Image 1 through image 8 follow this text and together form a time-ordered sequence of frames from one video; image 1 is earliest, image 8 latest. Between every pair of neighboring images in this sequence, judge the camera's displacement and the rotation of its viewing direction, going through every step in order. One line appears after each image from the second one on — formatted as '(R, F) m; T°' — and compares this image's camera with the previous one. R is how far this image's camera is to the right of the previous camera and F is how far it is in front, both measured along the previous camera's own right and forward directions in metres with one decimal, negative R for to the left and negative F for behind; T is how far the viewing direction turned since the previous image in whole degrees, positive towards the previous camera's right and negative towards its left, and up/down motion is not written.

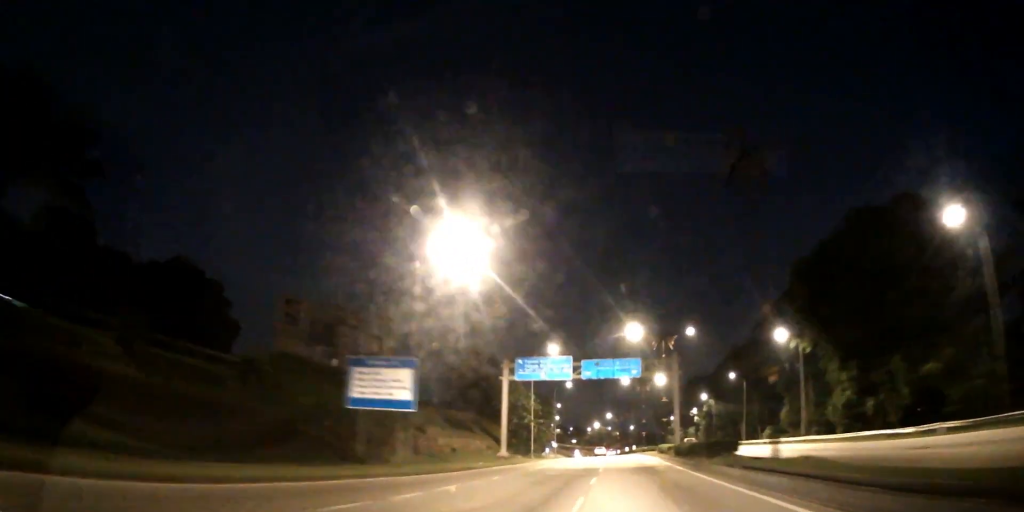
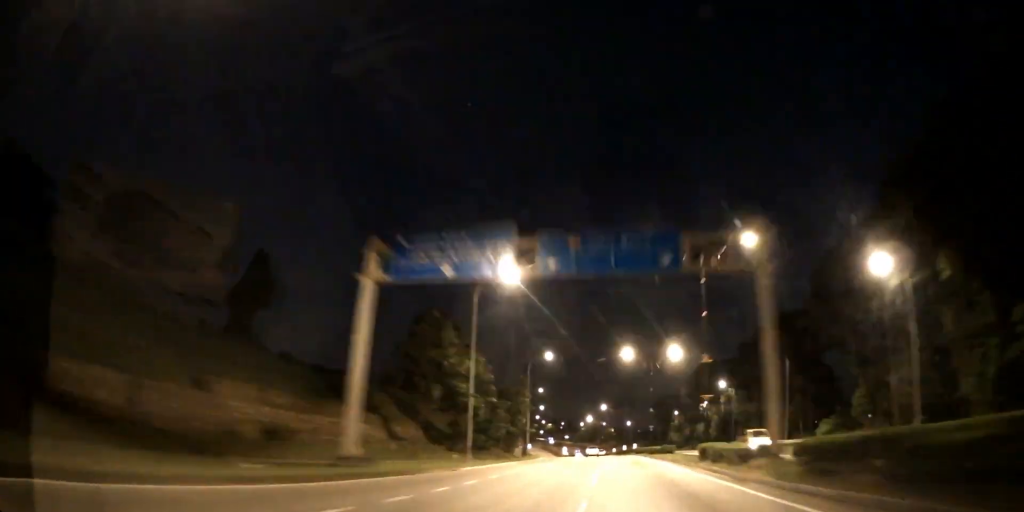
(0.0, +26.4) m; 0°
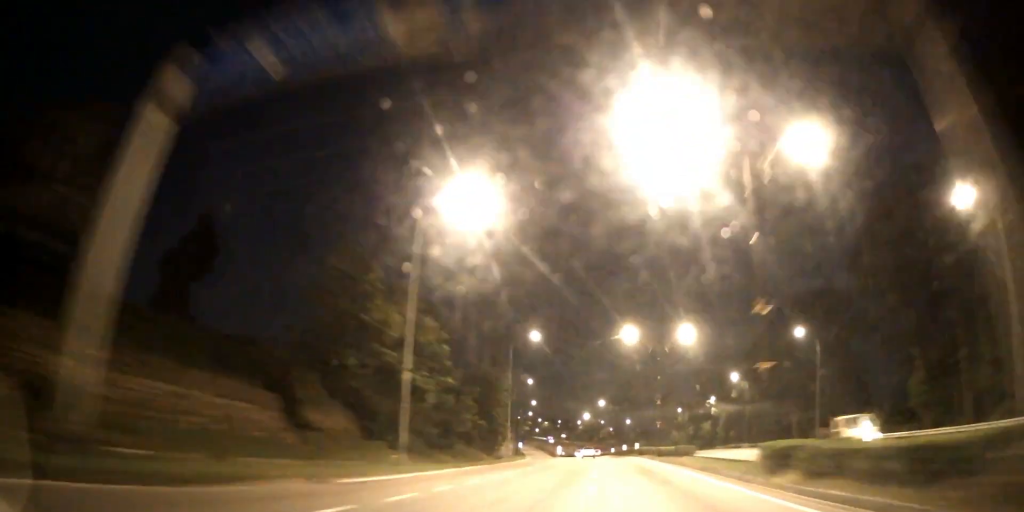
(+0.1, +12.1) m; 0°
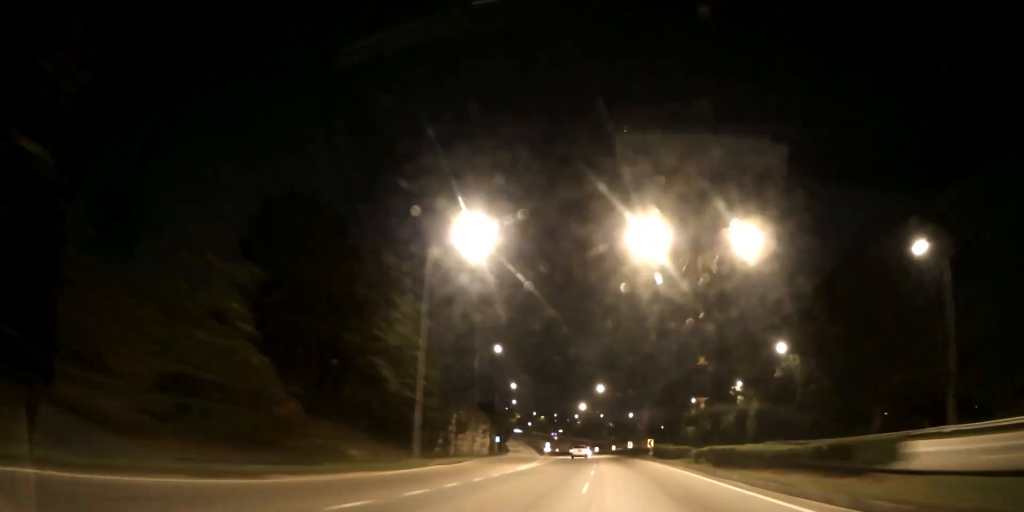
(+0.1, +26.9) m; 0°
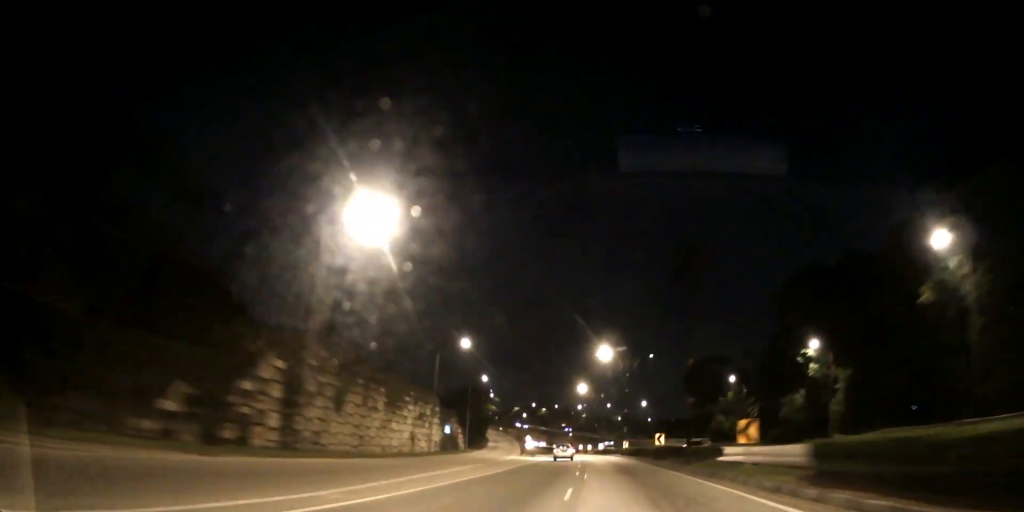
(-0.1, +36.4) m; 0°
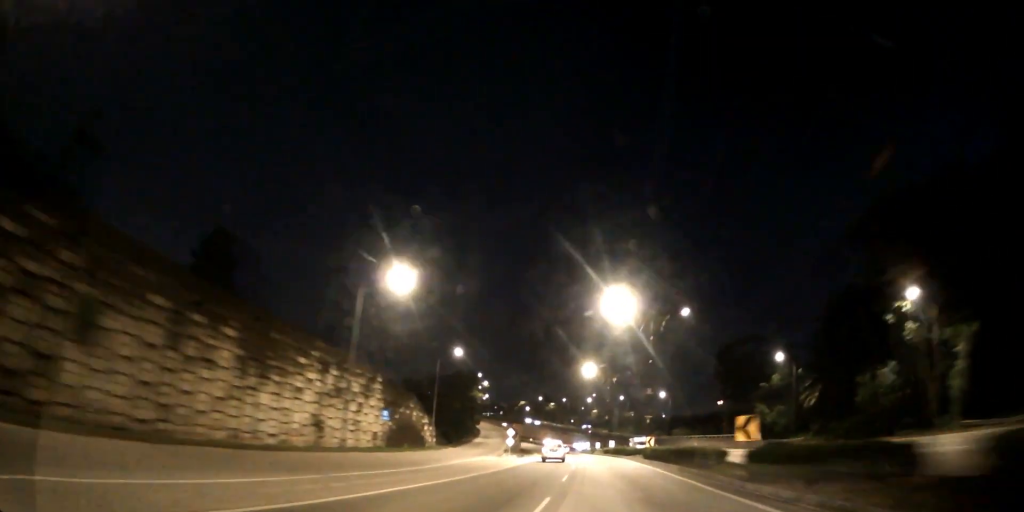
(0.0, +21.9) m; -1°
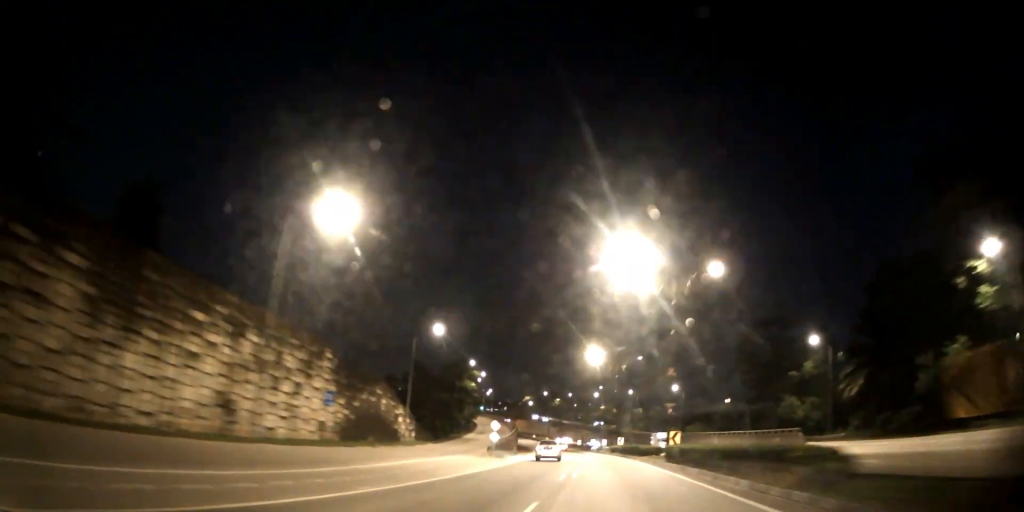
(+0.2, +11.2) m; -1°
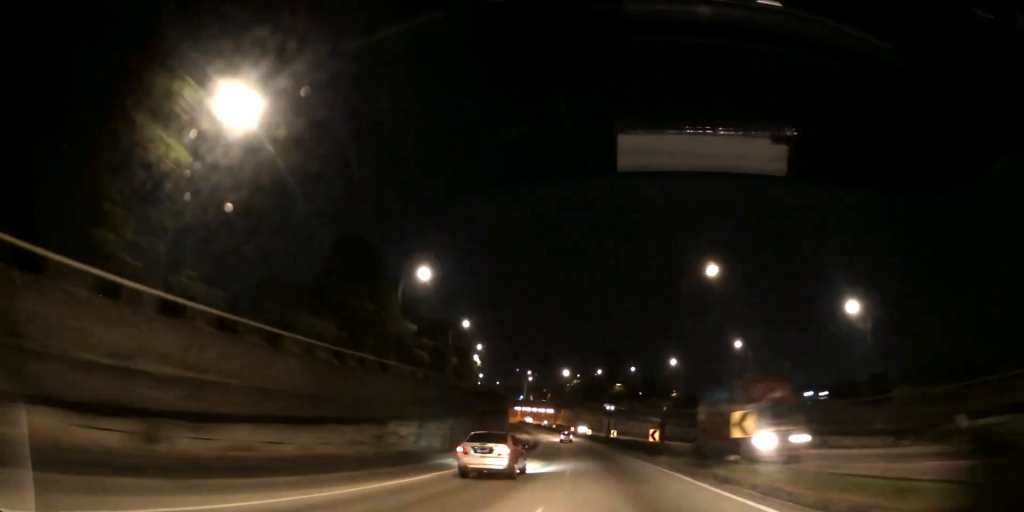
(-5.5, +73.5) m; -8°
